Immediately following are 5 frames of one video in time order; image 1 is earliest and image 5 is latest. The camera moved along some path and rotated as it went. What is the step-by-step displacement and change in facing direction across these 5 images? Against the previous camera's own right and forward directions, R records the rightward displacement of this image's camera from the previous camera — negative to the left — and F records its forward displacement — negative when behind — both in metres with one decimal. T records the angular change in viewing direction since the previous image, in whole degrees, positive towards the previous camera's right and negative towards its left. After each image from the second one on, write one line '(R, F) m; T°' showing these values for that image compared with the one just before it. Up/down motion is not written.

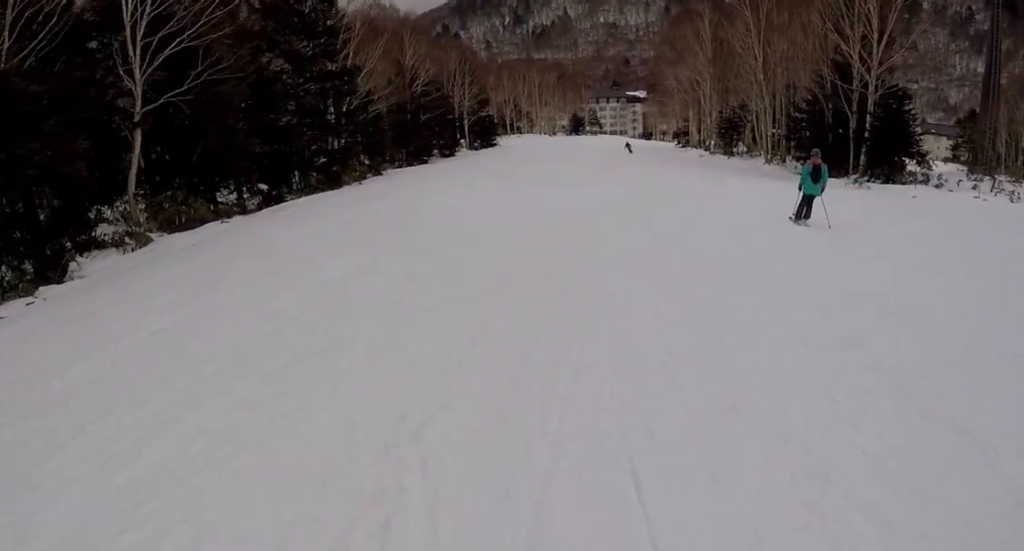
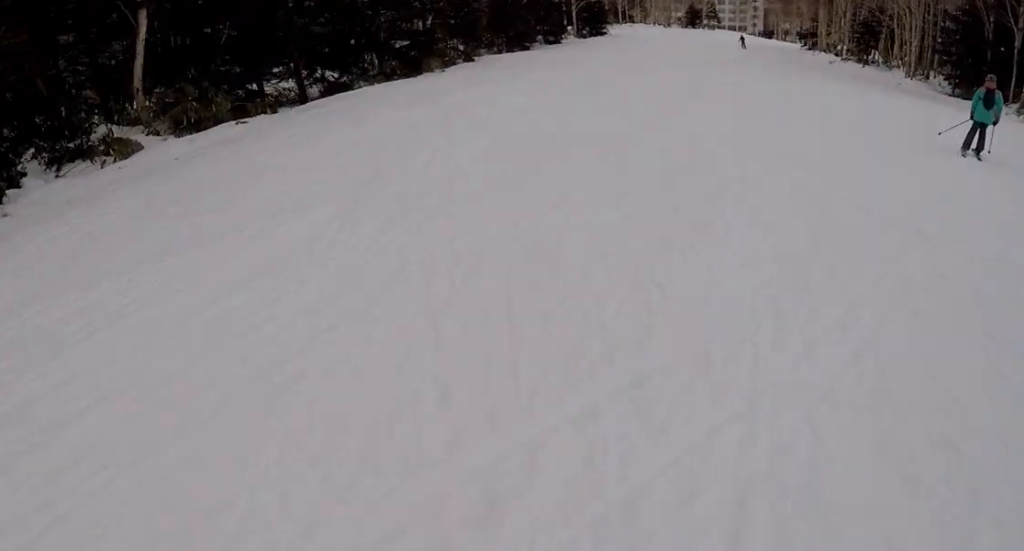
(-0.5, +3.7) m; -3°
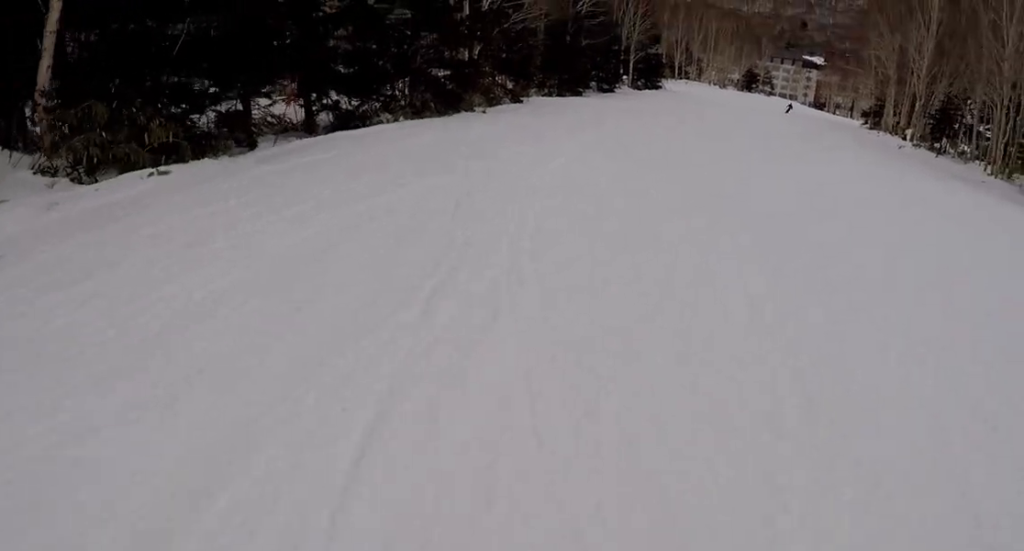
(-0.7, +5.1) m; +6°
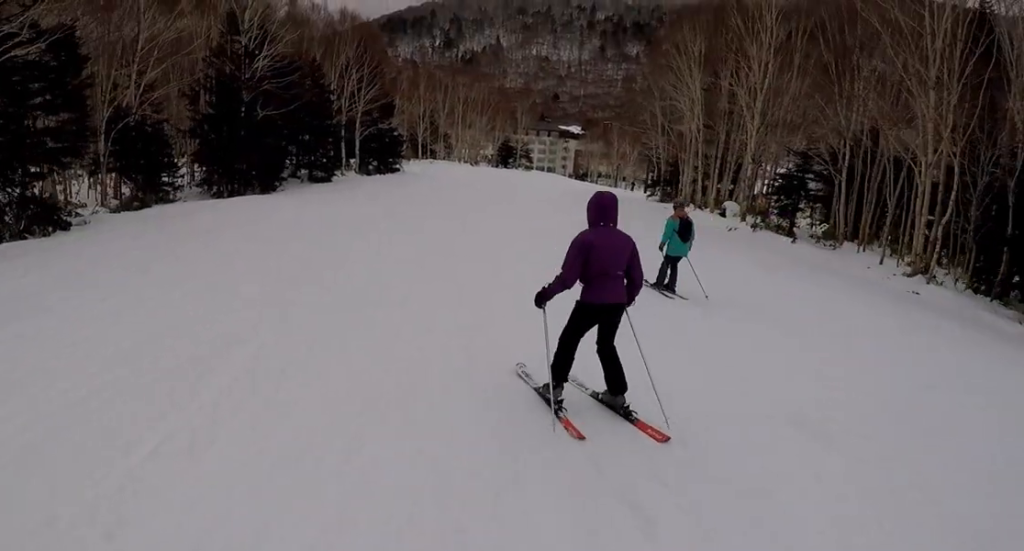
(+6.4, +19.9) m; +9°
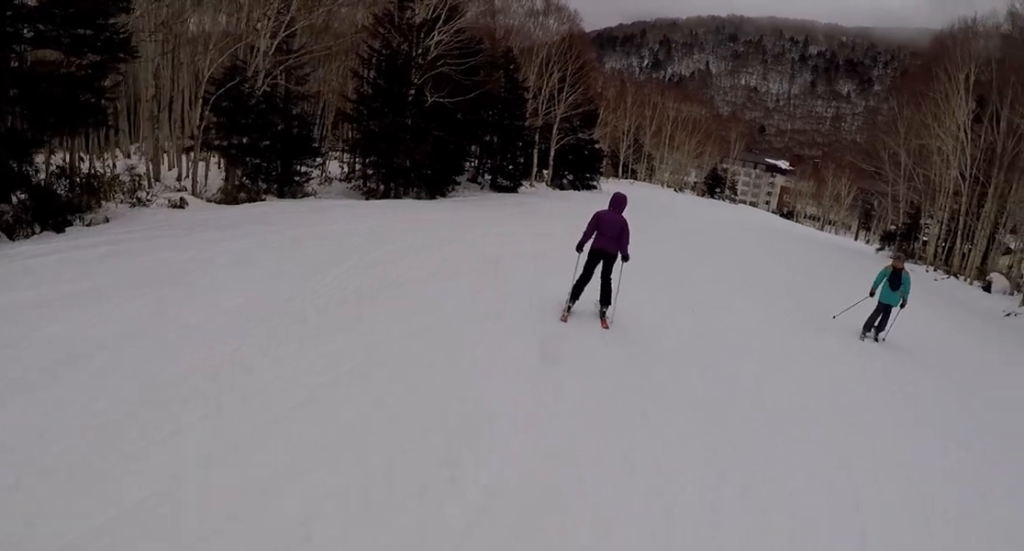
(-0.6, +8.8) m; -3°
